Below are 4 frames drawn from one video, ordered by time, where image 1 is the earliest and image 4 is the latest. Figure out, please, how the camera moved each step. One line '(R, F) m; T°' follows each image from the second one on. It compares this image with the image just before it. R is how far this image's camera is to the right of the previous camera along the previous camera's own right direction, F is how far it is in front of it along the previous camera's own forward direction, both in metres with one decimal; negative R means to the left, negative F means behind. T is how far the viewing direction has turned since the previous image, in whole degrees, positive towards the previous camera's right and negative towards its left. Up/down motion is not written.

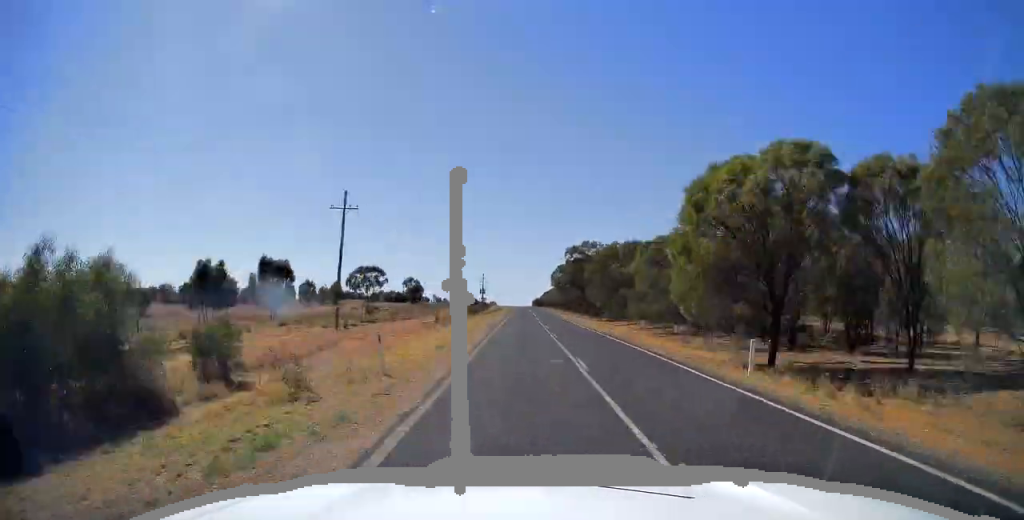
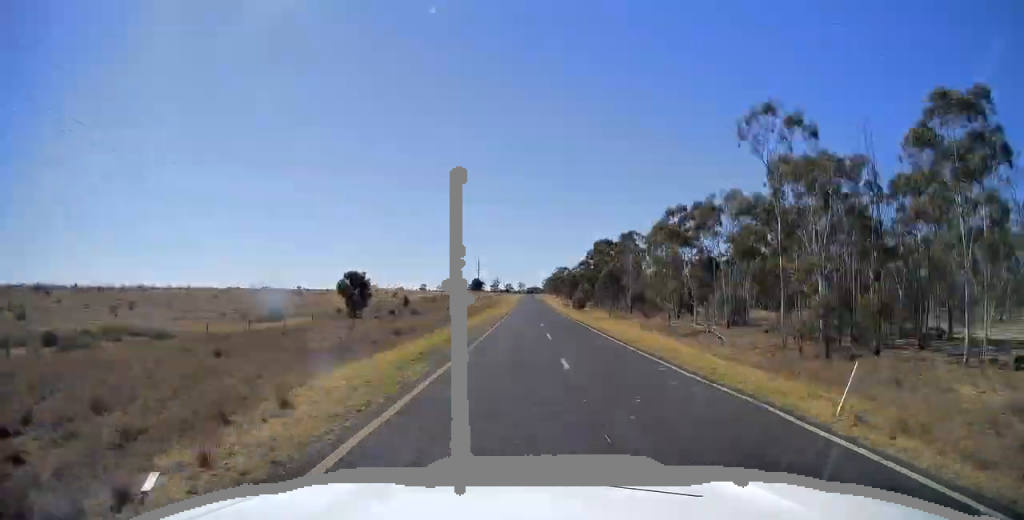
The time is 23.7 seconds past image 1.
(+0.6, +713.5) m; 0°
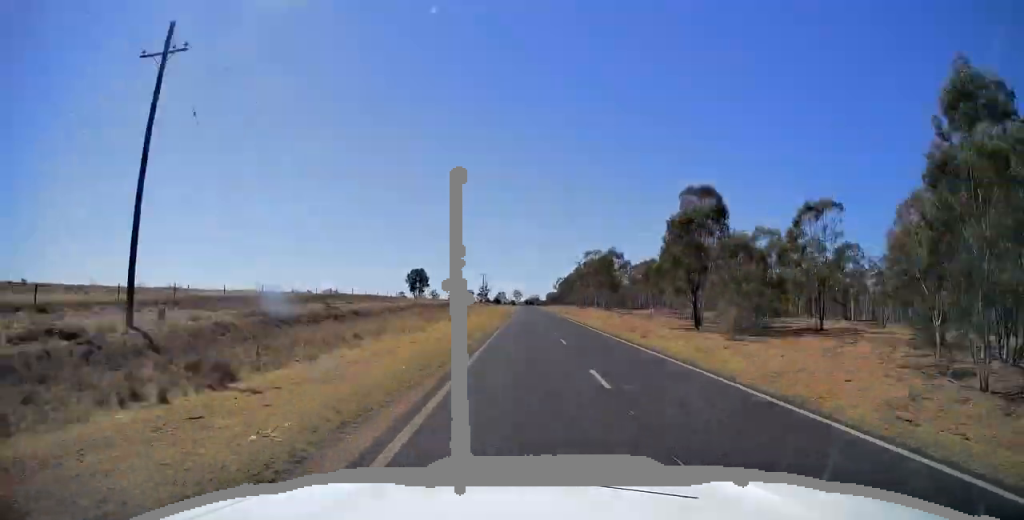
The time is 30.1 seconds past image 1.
(-1.2, +191.1) m; +1°
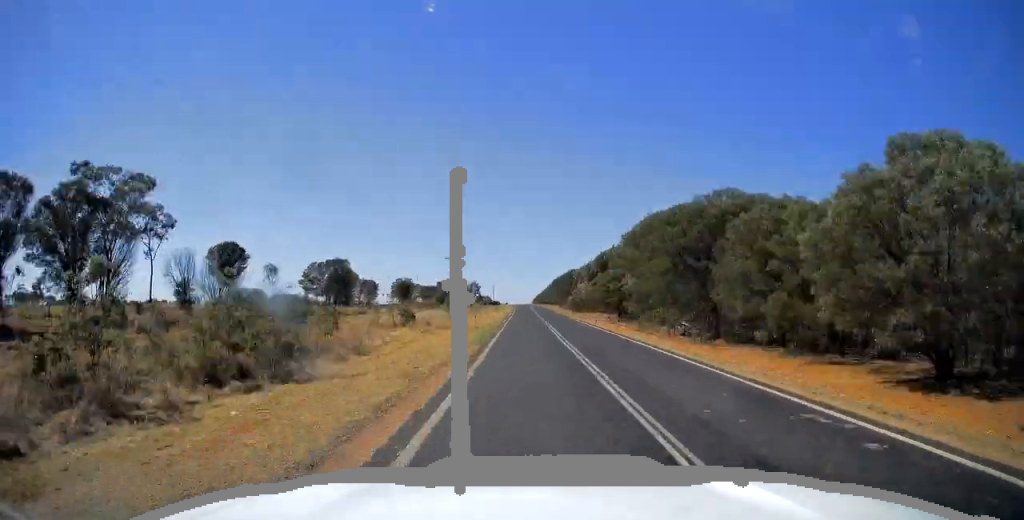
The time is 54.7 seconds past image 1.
(+190.0, +724.7) m; +30°
